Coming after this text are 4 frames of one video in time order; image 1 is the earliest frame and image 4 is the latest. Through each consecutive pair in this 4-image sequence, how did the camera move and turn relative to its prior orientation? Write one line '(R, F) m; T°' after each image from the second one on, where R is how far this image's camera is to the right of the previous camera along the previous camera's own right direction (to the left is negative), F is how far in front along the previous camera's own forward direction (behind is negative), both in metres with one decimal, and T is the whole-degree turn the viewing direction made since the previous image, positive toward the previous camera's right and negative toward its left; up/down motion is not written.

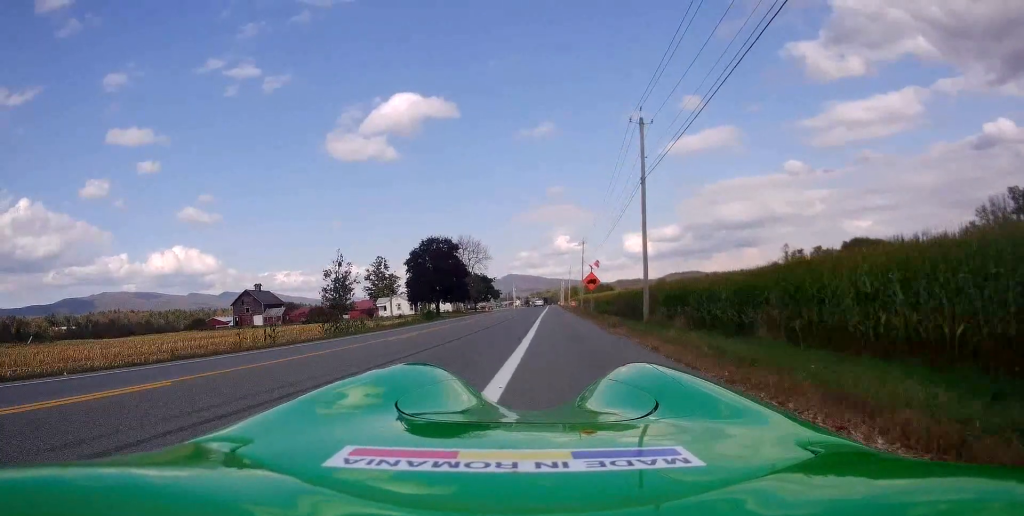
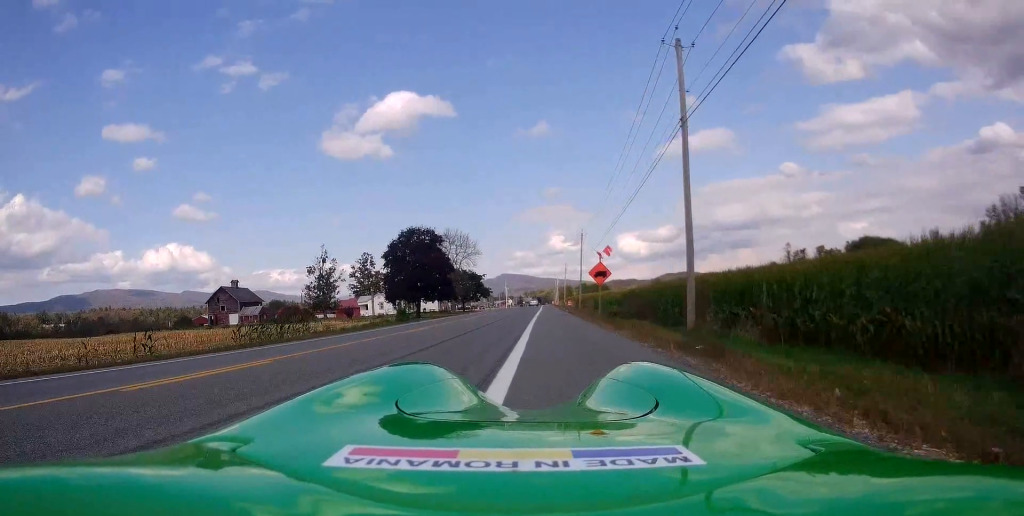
(+0.2, +9.8) m; +1°
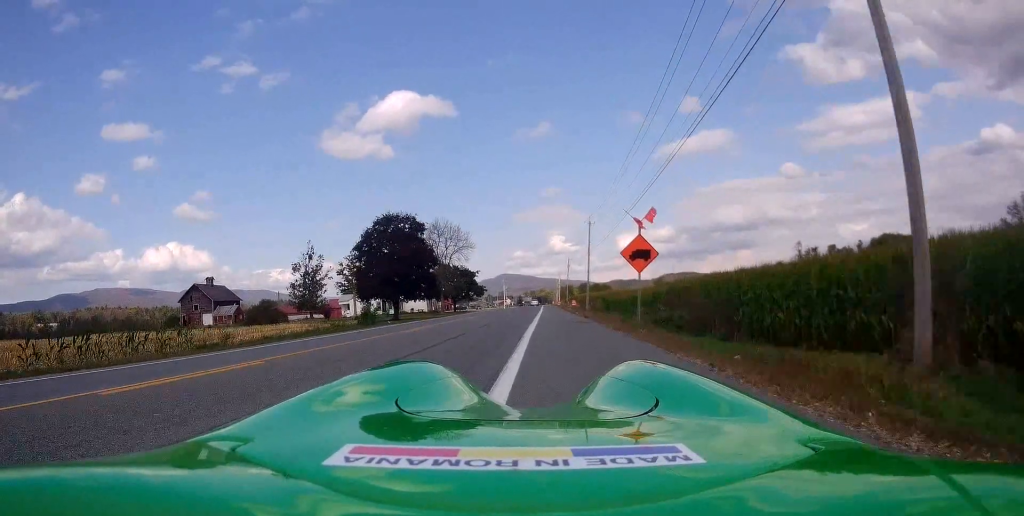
(+0.1, +12.5) m; -1°
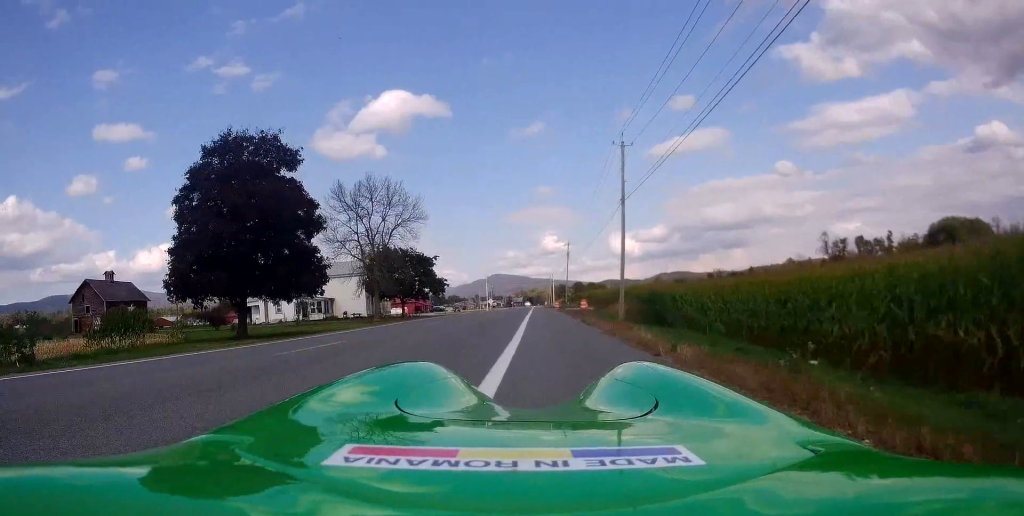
(+0.2, +34.8) m; +3°
